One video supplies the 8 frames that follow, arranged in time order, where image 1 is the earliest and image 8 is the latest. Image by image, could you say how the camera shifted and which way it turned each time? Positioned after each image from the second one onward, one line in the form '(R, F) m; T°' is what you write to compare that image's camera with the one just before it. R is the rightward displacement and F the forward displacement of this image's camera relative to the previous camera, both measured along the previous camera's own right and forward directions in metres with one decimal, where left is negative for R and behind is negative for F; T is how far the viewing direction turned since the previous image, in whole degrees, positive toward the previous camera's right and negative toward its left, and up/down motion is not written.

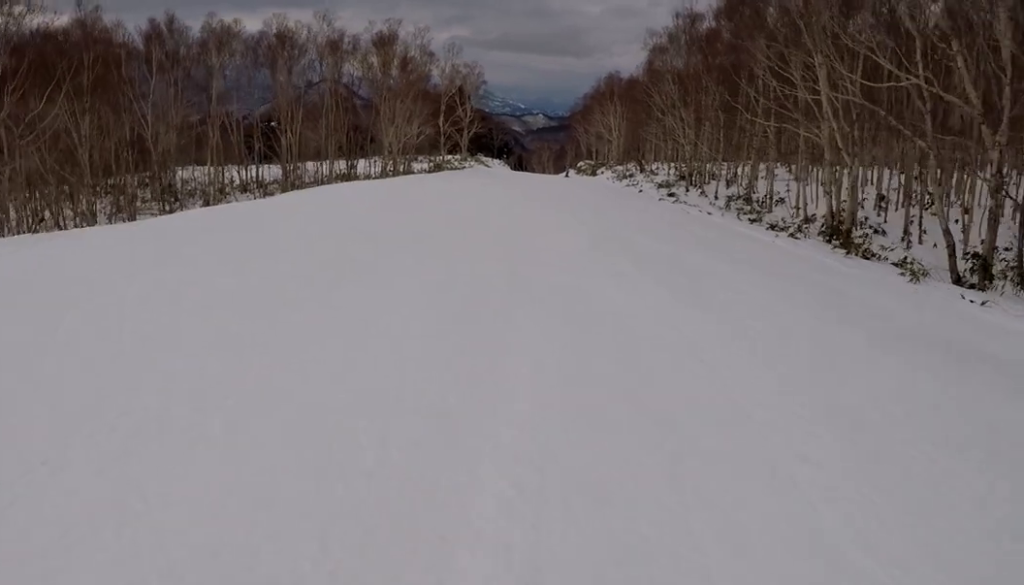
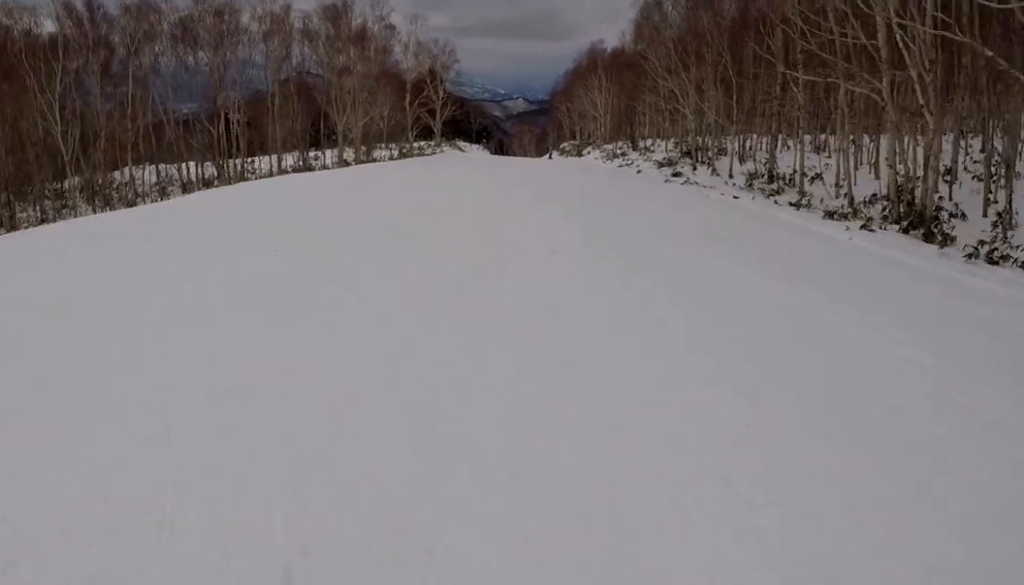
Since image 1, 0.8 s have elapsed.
(0.0, +7.3) m; 0°
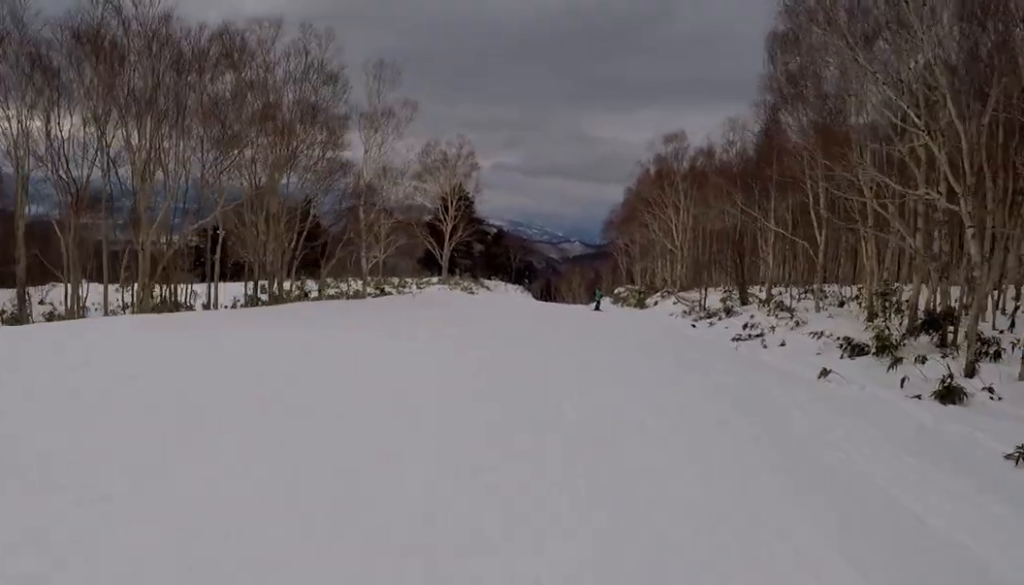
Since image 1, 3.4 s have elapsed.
(+0.6, +24.1) m; +4°
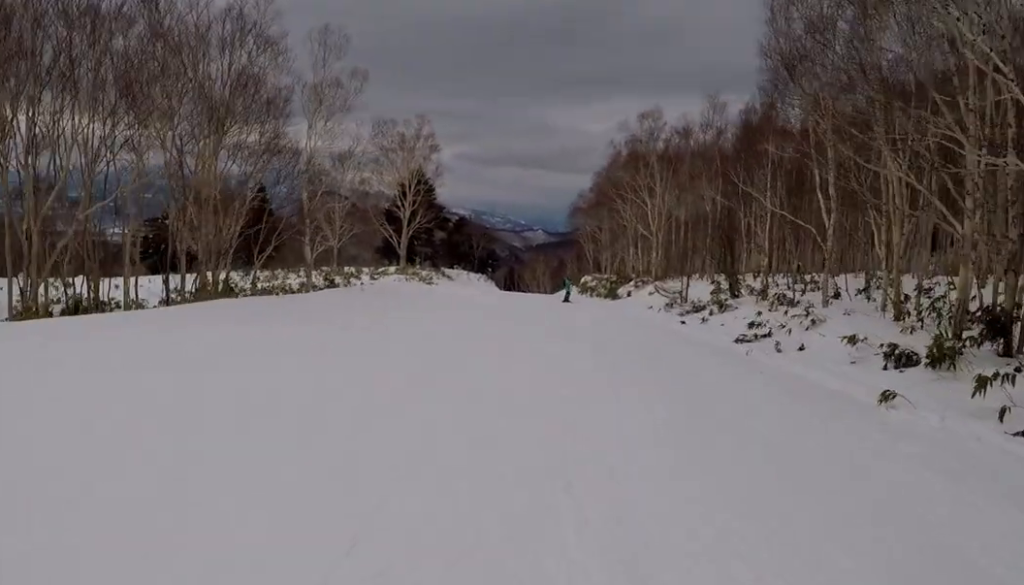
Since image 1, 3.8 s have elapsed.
(+0.4, +3.6) m; -3°
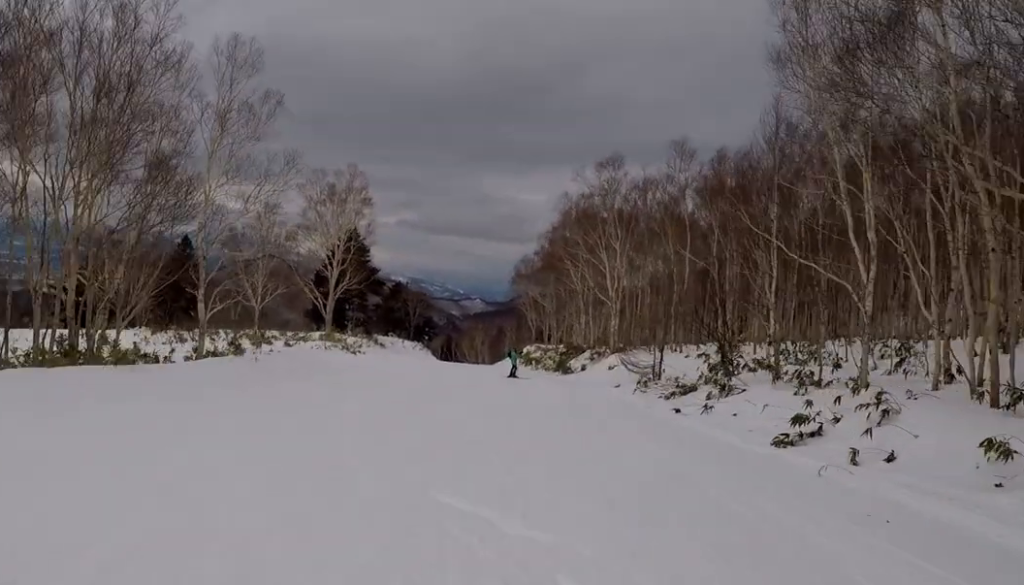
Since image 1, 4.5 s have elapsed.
(-0.3, +5.4) m; -5°
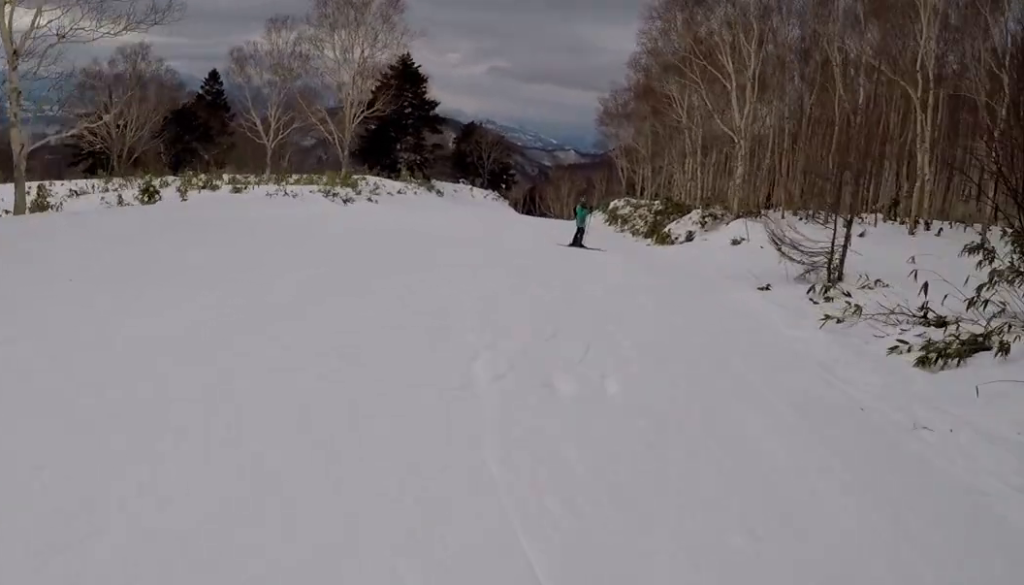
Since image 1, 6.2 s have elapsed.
(-0.7, +11.9) m; -11°
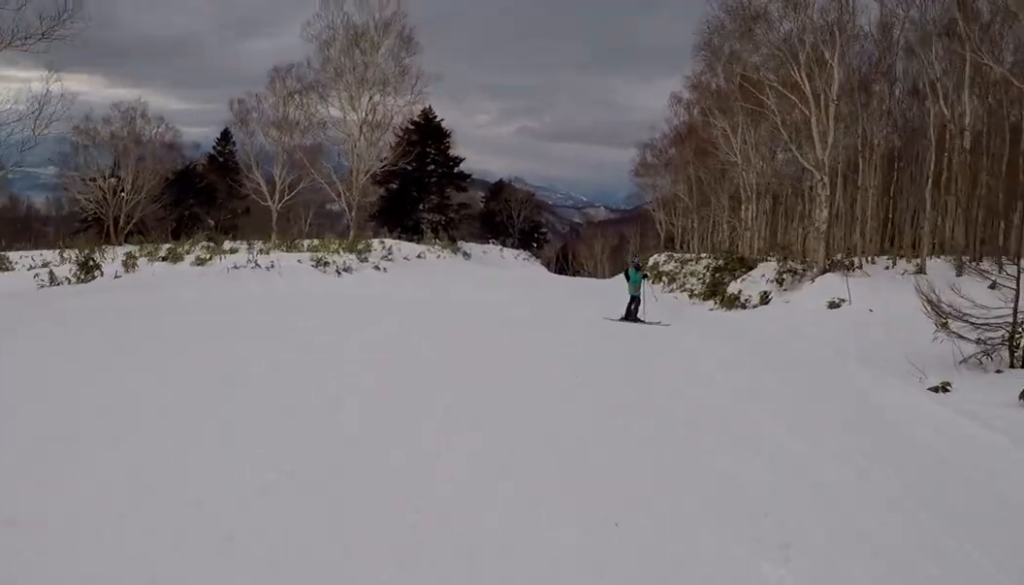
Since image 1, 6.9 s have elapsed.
(-1.2, +4.5) m; -4°
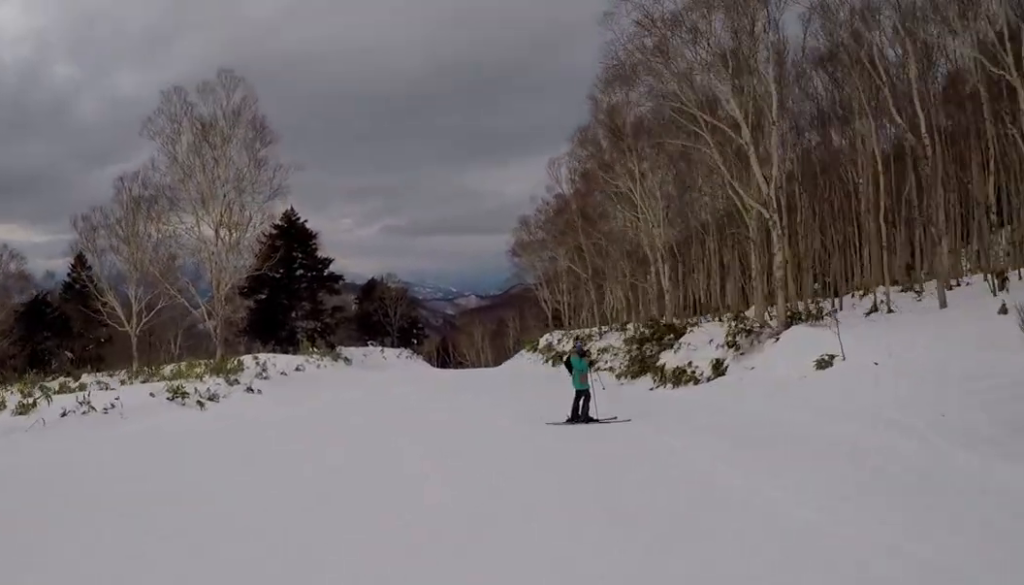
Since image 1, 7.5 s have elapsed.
(+0.1, +3.2) m; +4°
